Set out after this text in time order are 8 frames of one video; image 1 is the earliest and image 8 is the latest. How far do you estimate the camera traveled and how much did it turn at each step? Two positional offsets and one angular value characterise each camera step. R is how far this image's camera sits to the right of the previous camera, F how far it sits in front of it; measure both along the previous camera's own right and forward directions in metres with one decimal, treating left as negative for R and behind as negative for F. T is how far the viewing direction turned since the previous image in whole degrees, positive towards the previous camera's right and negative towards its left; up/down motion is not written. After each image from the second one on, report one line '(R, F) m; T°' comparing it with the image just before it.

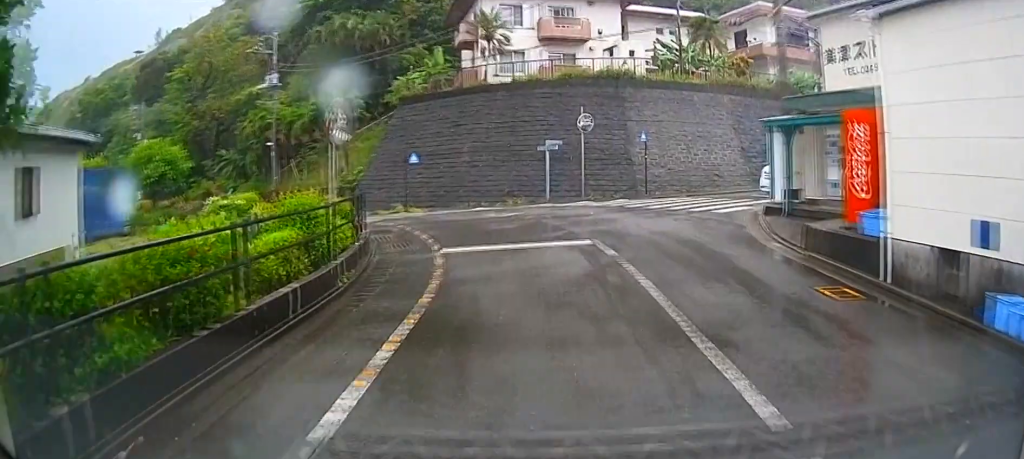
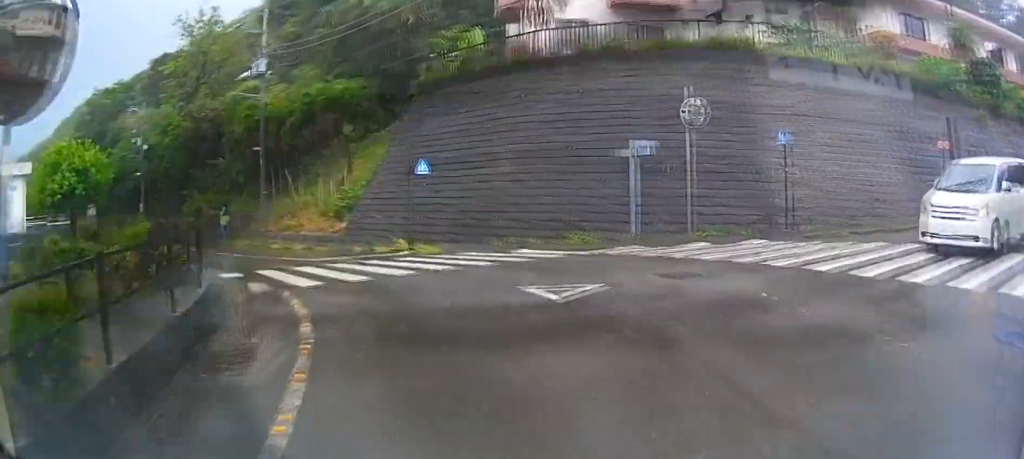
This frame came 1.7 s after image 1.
(+1.4, +10.1) m; +6°
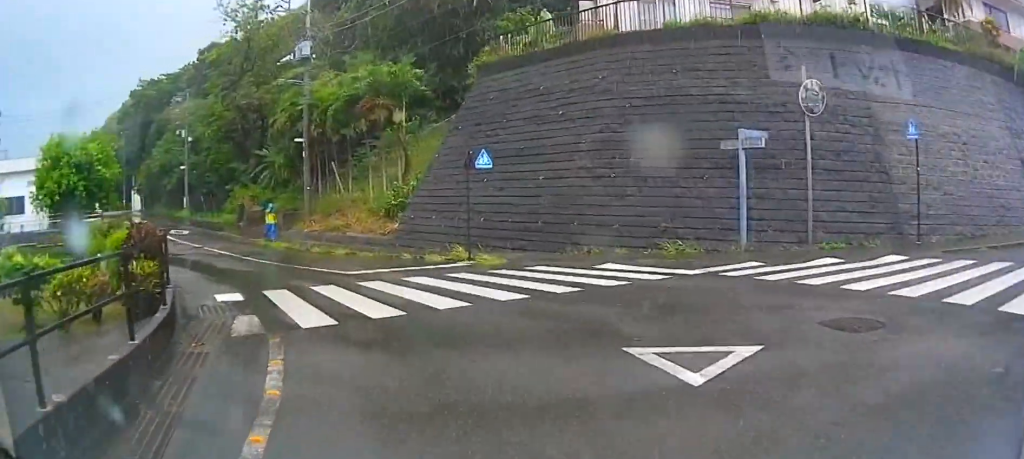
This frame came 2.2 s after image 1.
(0.0, +3.3) m; -6°
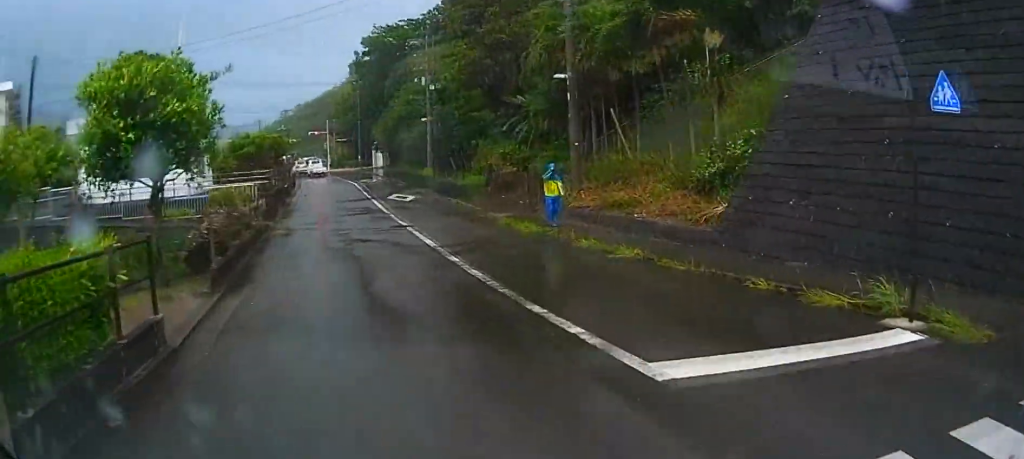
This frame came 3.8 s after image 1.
(-2.2, +9.0) m; -28°
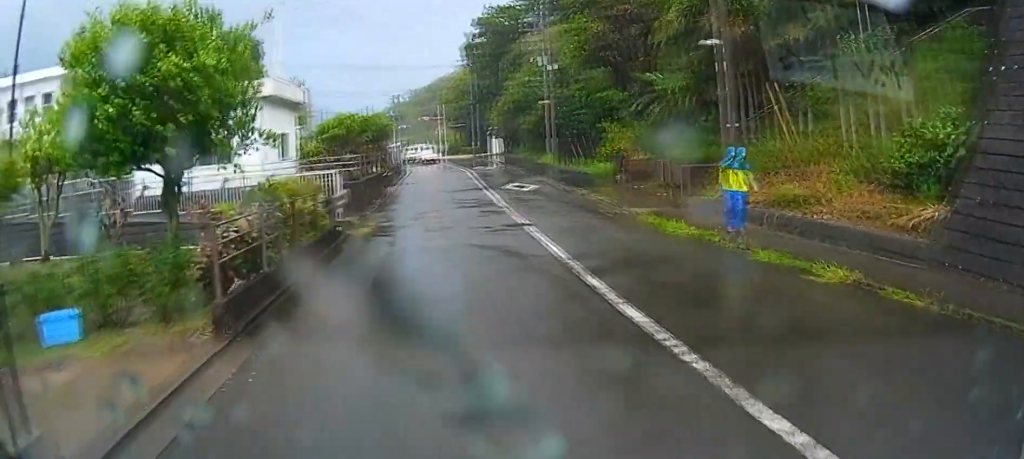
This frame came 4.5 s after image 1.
(-0.5, +4.2) m; -9°
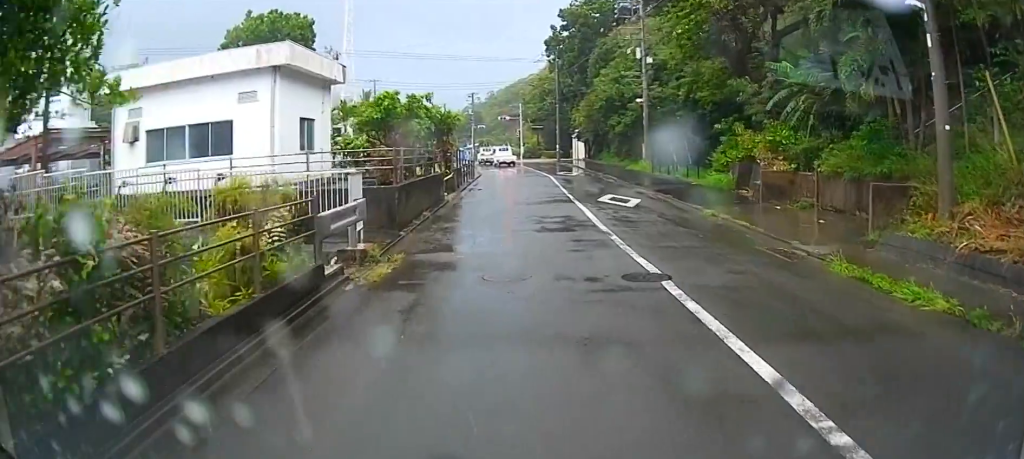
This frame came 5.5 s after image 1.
(-0.7, +6.8) m; -9°
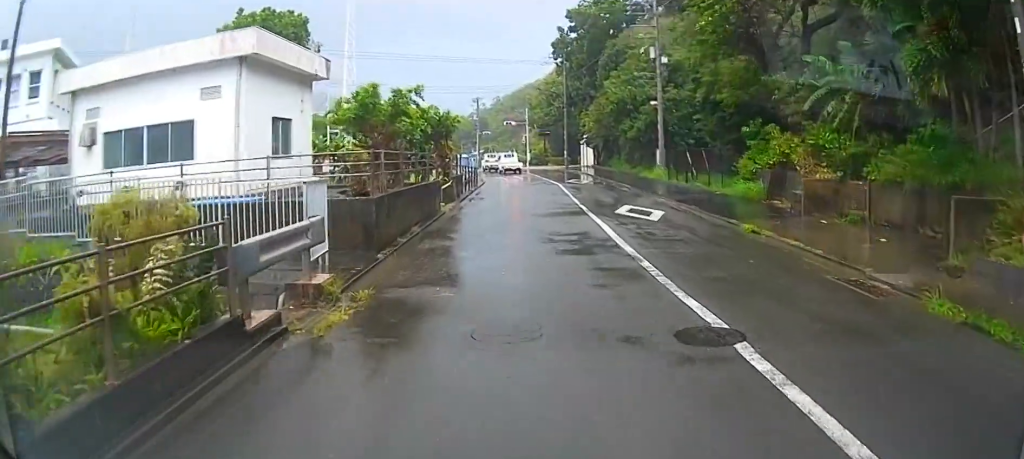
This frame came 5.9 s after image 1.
(0.0, +2.9) m; -2°
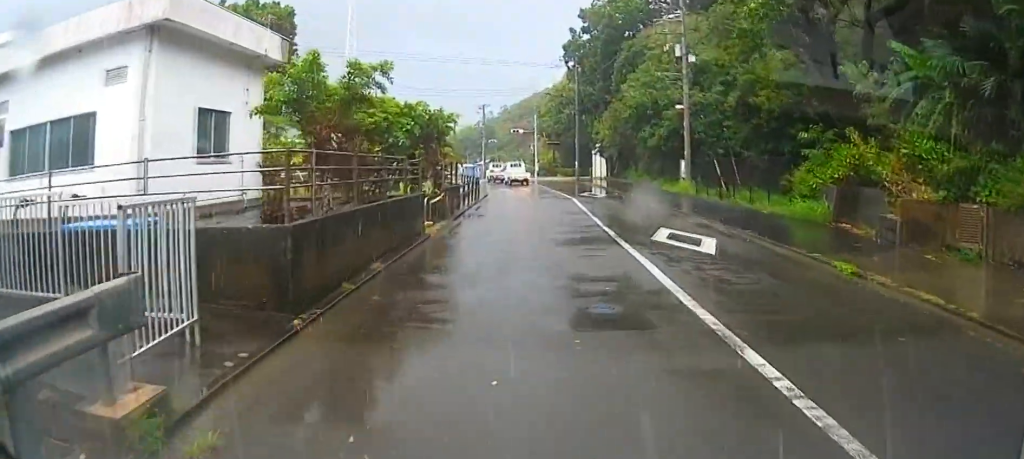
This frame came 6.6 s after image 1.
(-0.2, +4.7) m; +2°
